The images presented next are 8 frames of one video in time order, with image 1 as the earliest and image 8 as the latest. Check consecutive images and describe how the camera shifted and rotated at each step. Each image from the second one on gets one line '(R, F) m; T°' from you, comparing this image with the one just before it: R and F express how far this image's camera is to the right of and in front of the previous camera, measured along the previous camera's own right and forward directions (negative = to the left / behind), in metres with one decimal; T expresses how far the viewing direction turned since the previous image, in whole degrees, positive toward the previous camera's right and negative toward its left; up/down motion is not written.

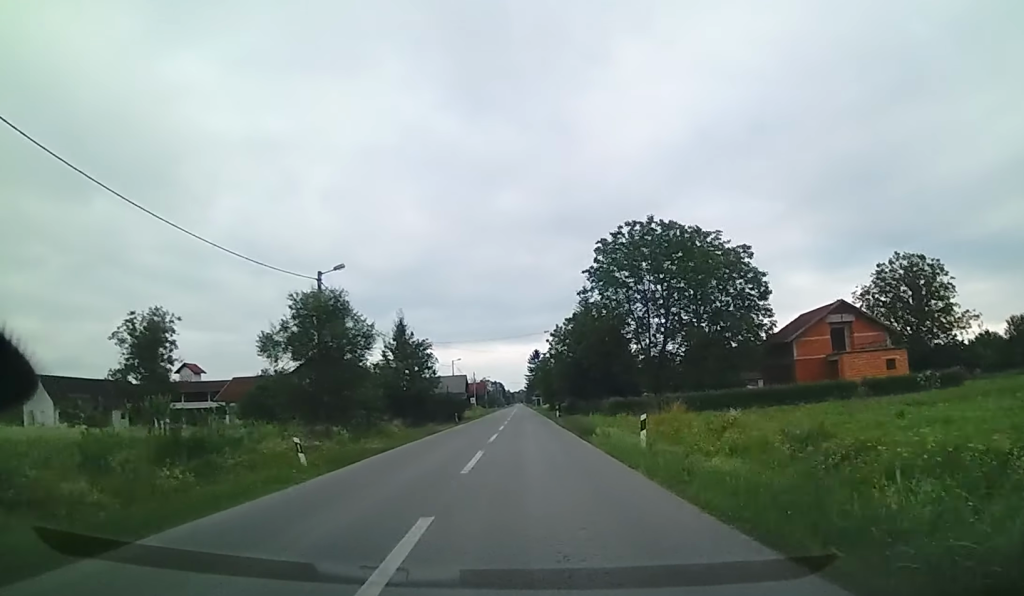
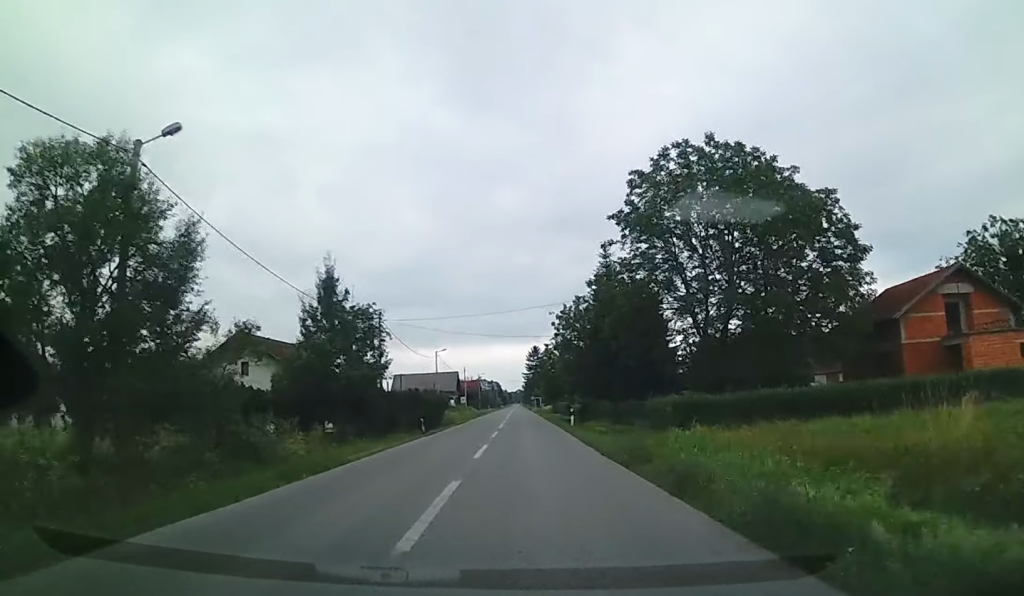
(+0.1, +17.0) m; 0°
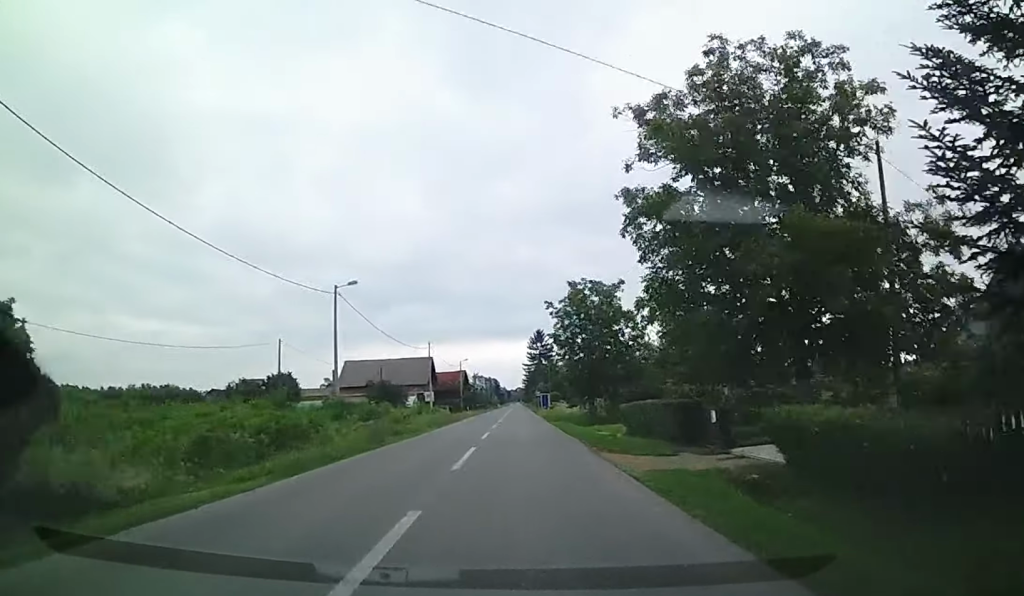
(-0.6, +44.4) m; -1°
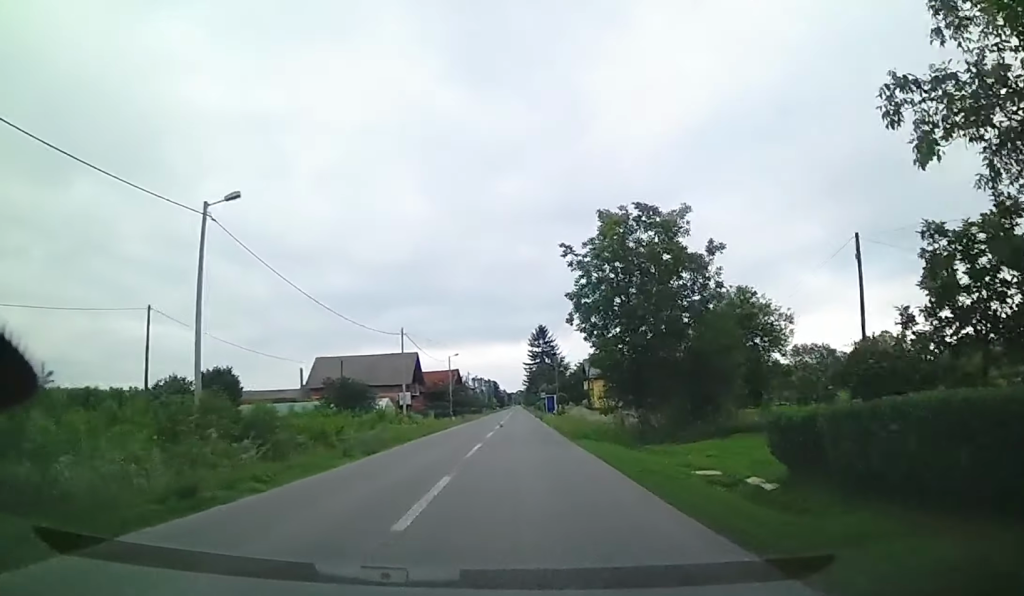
(0.0, +16.6) m; -1°
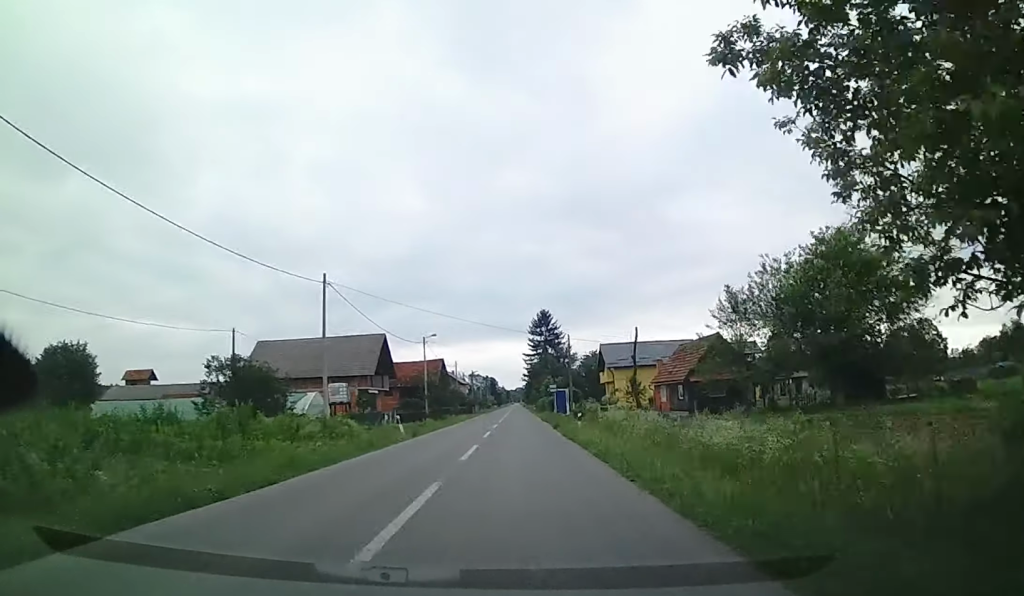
(-0.4, +22.2) m; -1°
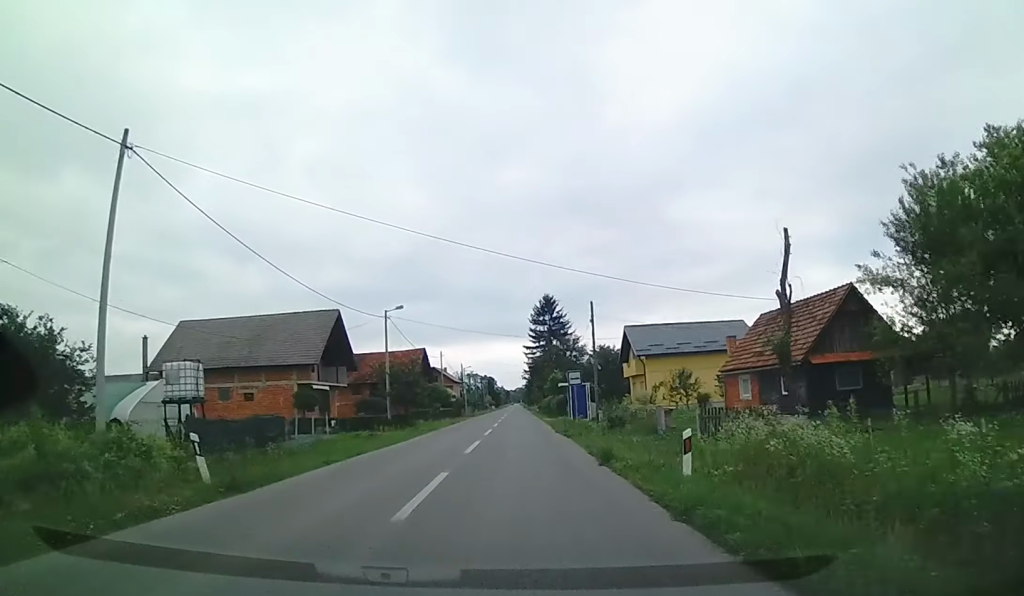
(+0.1, +18.5) m; 0°
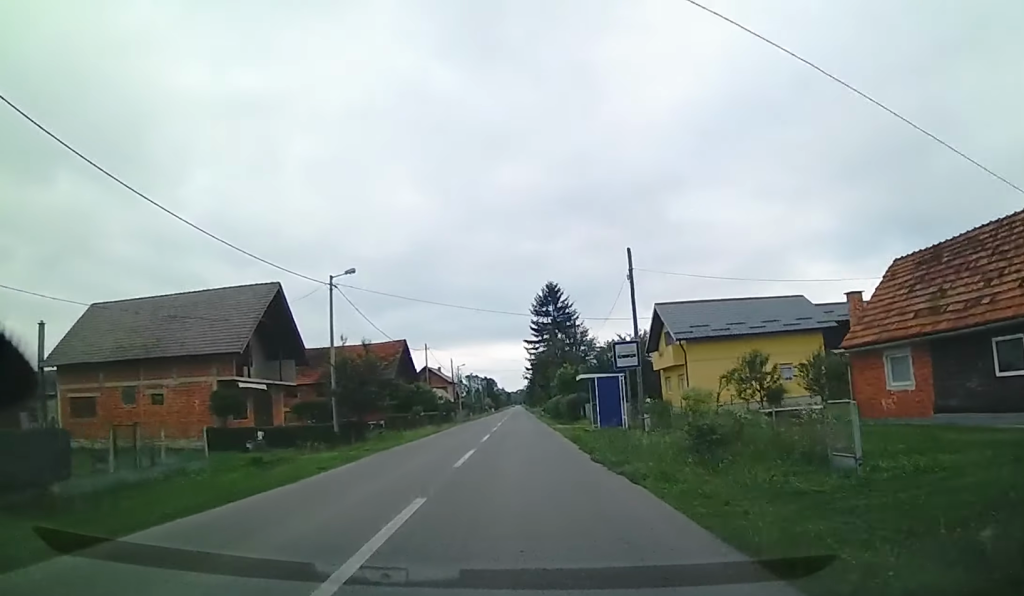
(-0.1, +13.7) m; 0°
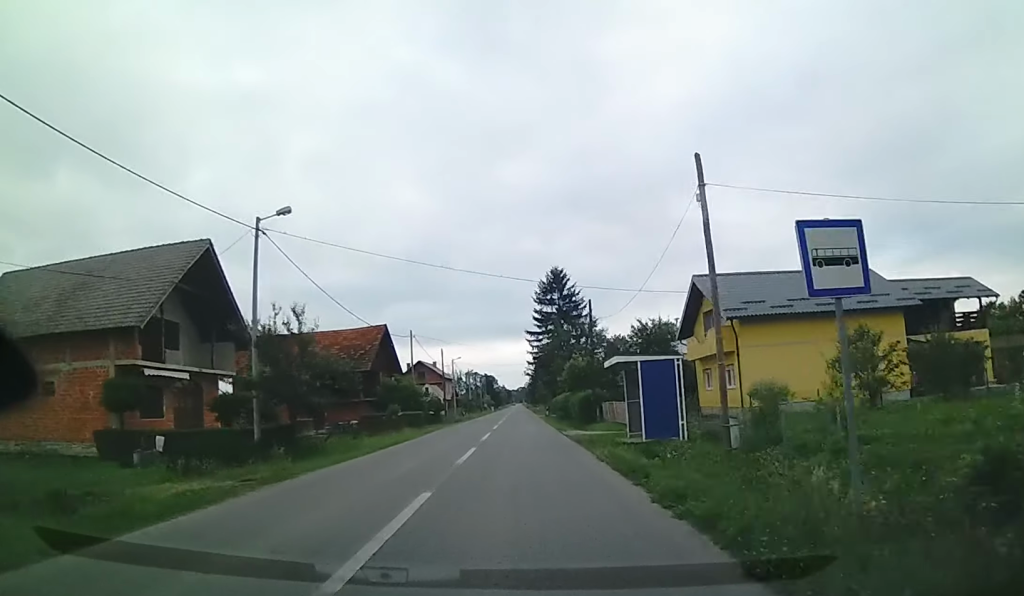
(0.0, +10.1) m; 0°
